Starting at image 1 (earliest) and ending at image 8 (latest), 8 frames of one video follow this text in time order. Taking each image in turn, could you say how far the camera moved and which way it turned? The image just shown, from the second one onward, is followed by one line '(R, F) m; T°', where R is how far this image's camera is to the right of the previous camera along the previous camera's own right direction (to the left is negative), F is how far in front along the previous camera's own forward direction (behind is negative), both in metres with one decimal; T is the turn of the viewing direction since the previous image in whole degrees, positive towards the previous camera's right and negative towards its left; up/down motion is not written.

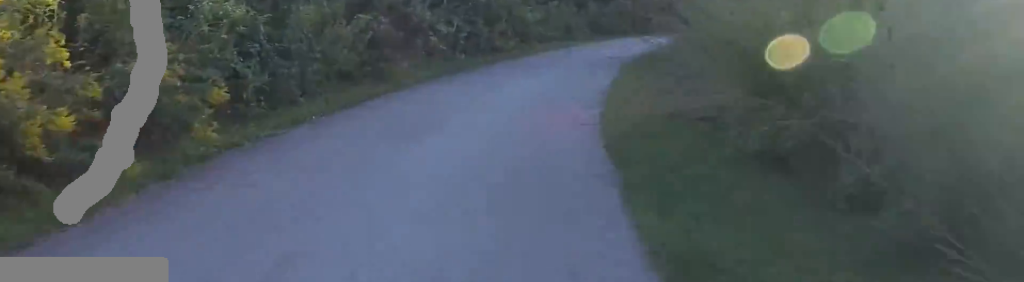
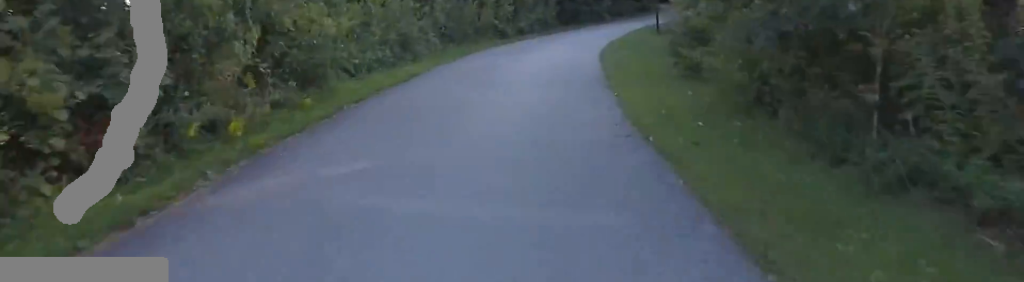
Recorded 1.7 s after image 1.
(+1.6, +11.7) m; +15°
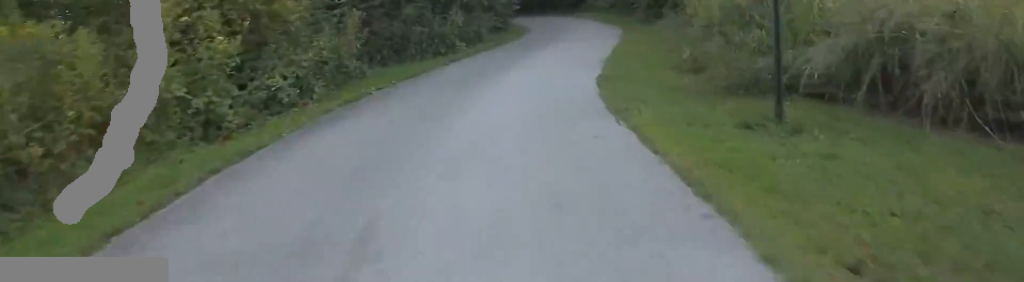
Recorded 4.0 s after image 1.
(+3.7, +14.7) m; +20°
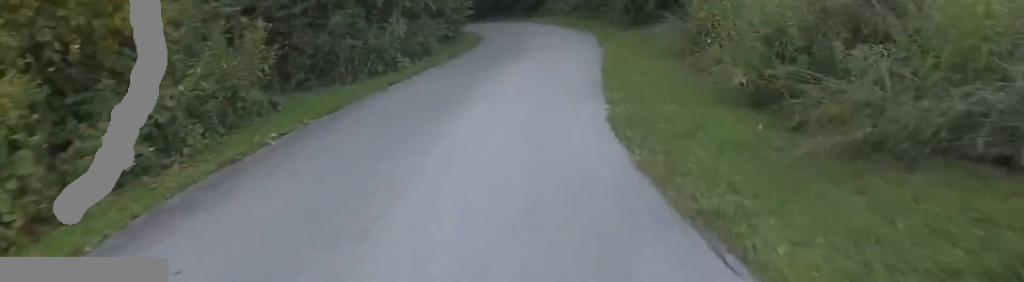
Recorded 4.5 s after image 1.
(-0.1, +3.3) m; +2°
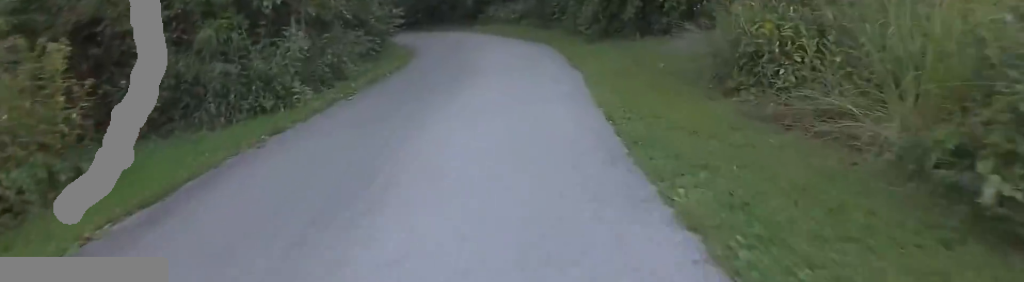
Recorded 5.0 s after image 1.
(-0.7, +3.9) m; +4°
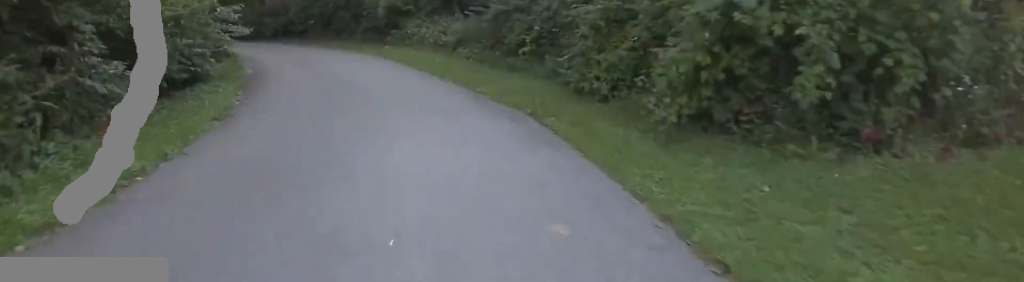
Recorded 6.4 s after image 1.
(+1.8, +9.2) m; +7°
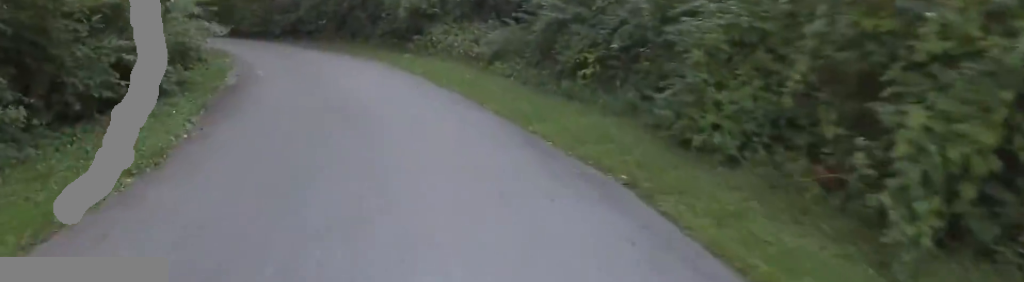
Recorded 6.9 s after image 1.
(-0.1, +2.8) m; -6°
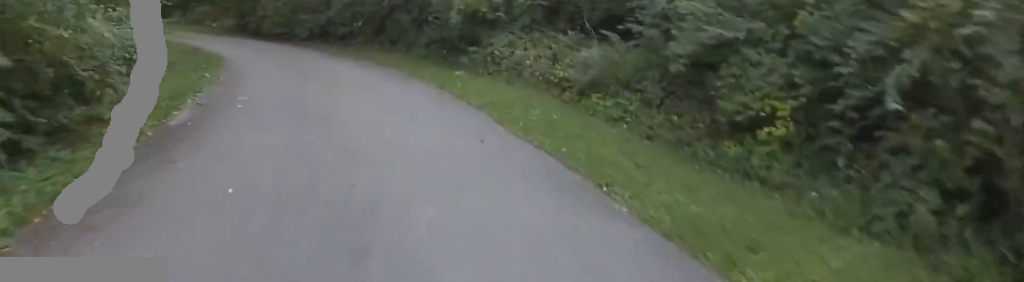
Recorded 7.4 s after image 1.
(-0.2, +3.9) m; -6°
